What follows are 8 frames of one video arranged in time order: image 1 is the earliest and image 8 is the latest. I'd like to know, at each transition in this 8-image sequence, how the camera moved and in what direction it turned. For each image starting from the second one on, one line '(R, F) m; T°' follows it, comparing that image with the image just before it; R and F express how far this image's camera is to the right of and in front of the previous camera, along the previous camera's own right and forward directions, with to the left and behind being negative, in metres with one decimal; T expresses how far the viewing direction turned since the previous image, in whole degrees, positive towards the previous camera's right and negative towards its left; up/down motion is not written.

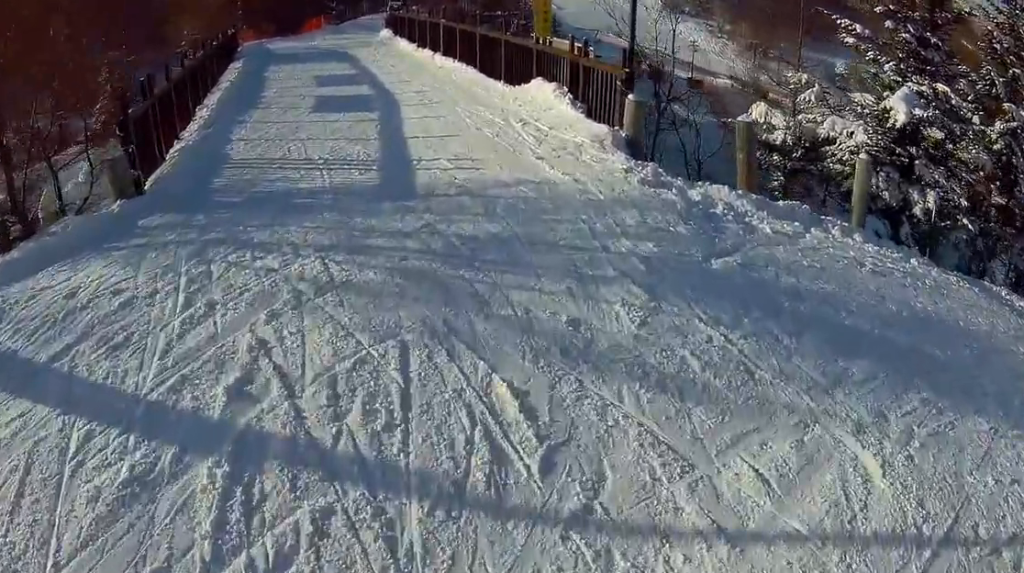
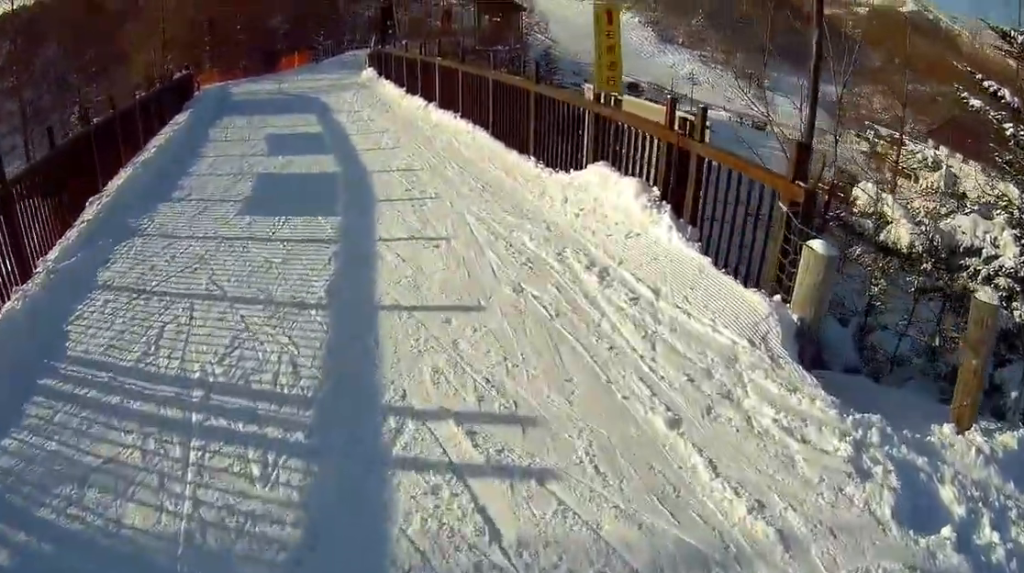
(+0.2, +4.8) m; +2°
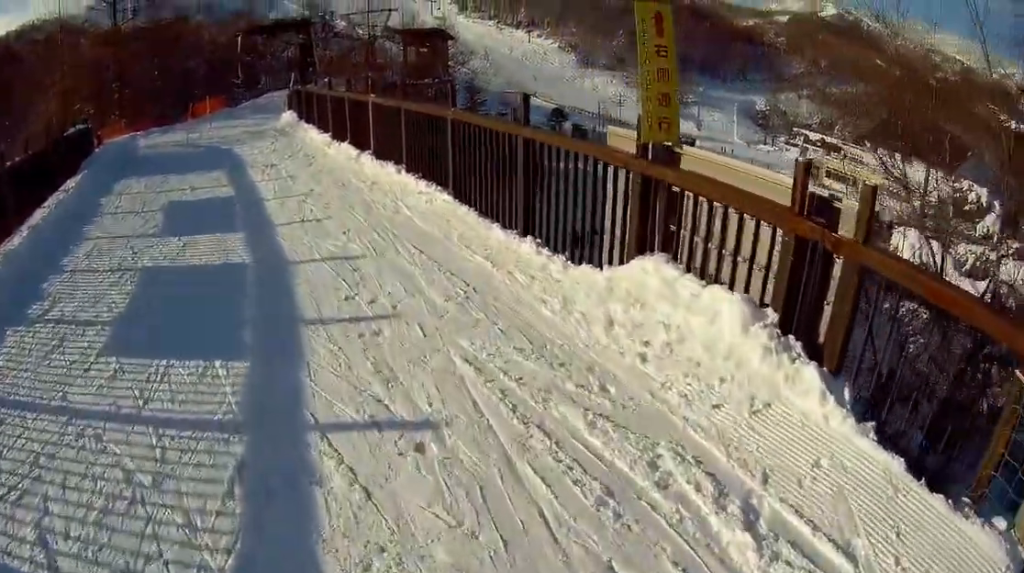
(0.0, +2.9) m; -2°
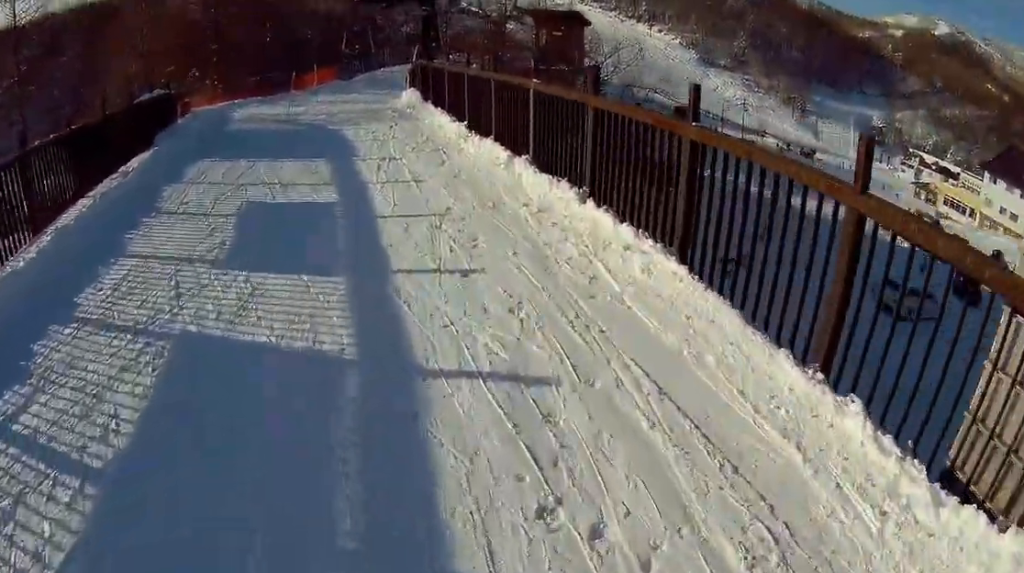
(-0.1, +3.1) m; -5°
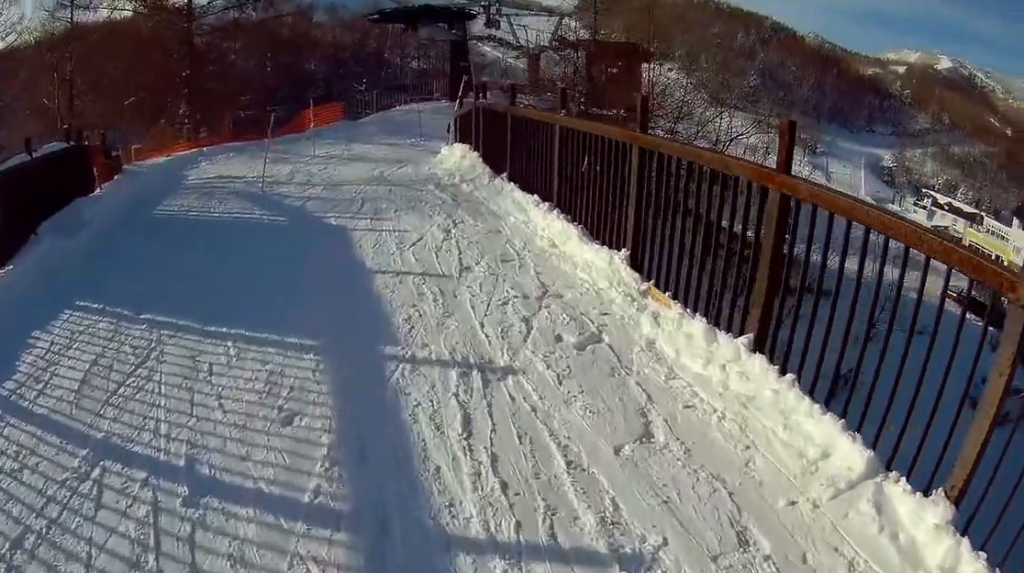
(-1.0, +6.6) m; -21°
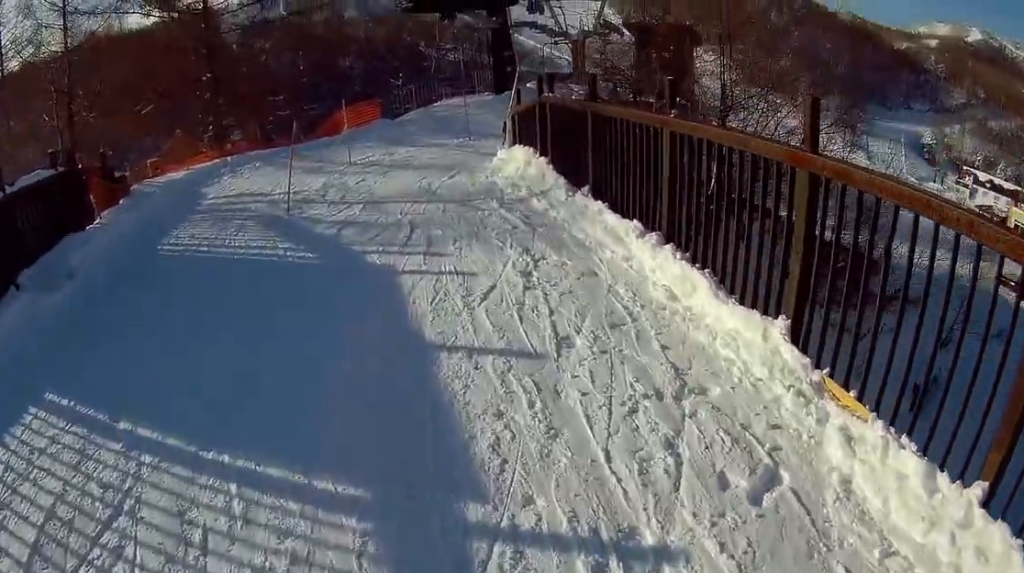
(-0.2, +1.9) m; -7°
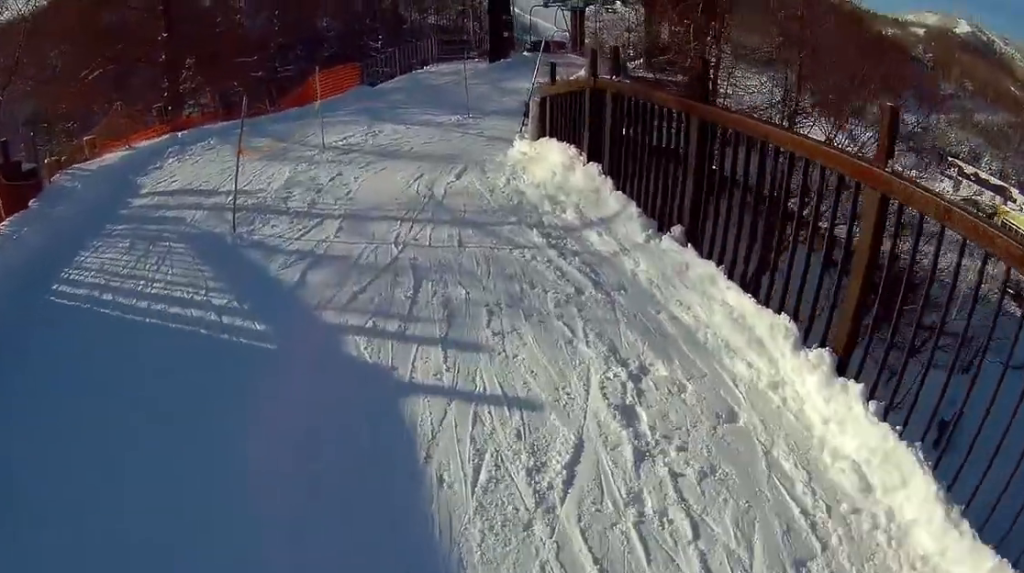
(-0.3, +3.0) m; -11°
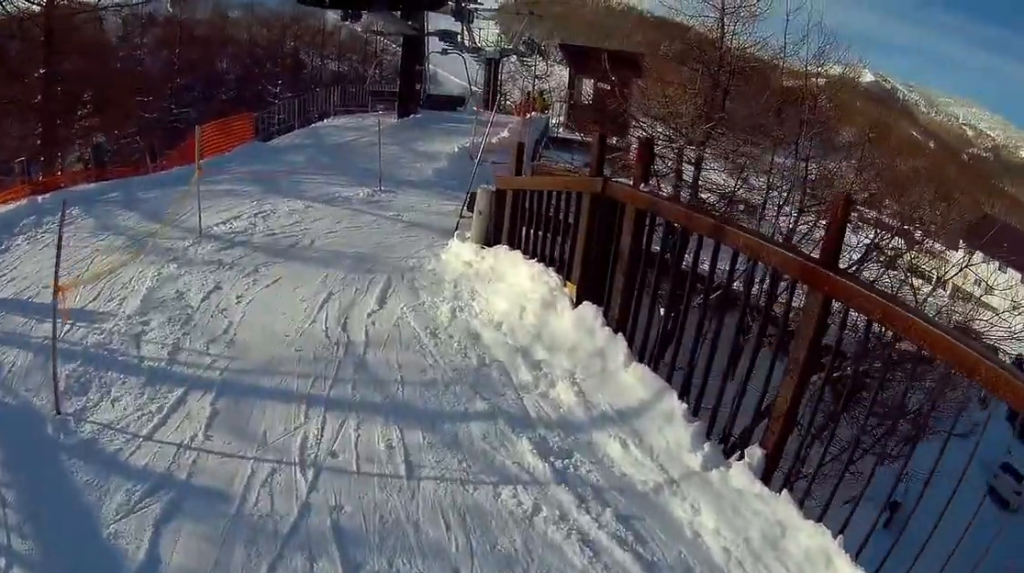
(-0.4, +3.6) m; -15°
